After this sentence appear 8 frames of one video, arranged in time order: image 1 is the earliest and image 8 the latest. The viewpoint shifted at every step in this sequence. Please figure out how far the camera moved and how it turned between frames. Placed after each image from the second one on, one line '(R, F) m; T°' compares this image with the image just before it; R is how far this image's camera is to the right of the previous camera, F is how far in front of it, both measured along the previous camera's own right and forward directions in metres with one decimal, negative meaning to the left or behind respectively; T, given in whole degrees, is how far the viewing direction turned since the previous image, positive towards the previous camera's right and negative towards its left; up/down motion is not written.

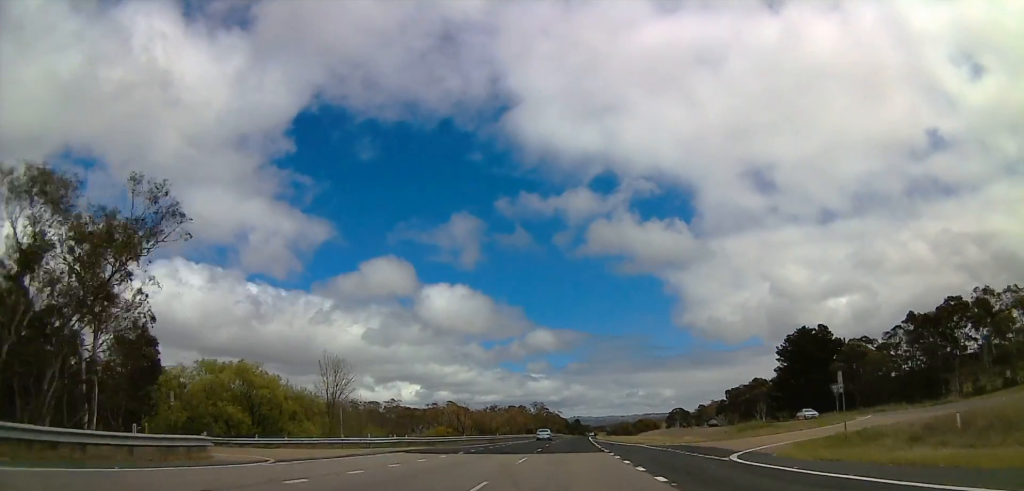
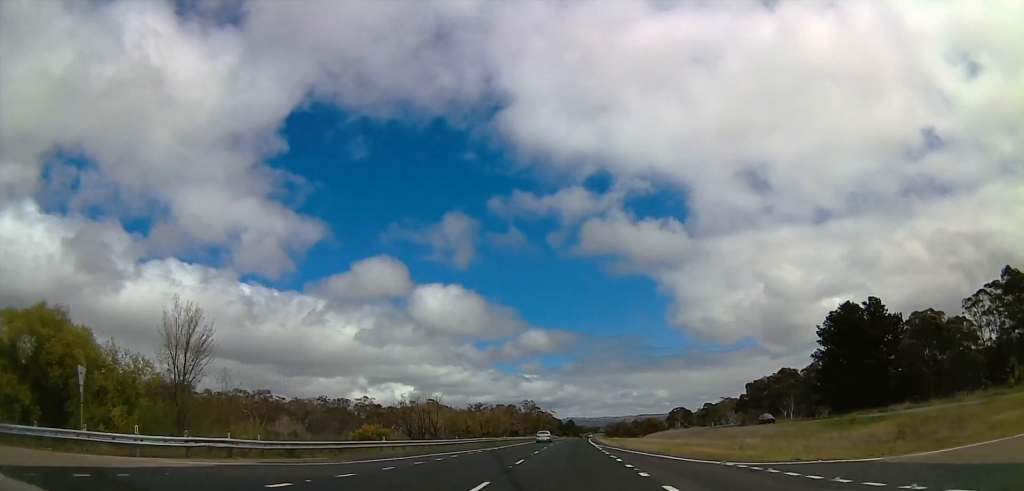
(+0.1, +25.6) m; 0°
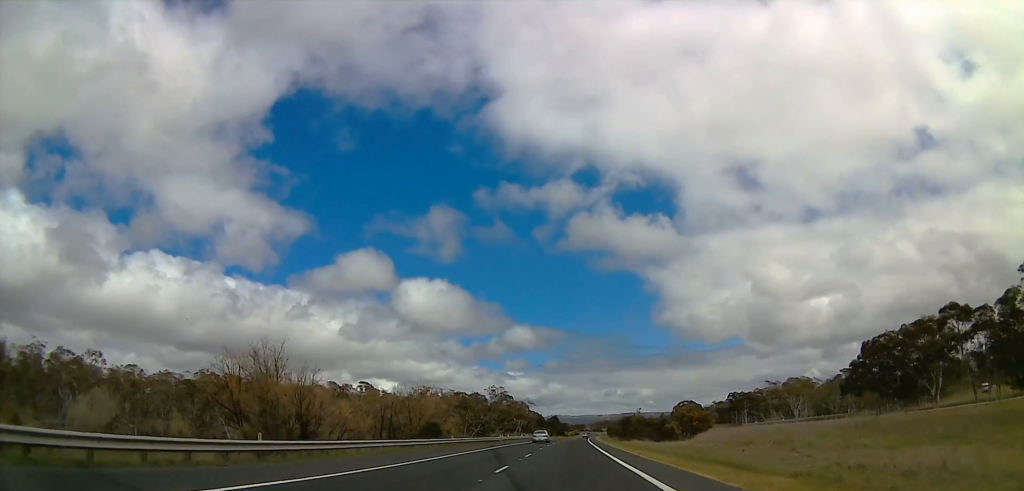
(0.0, +66.0) m; +2°
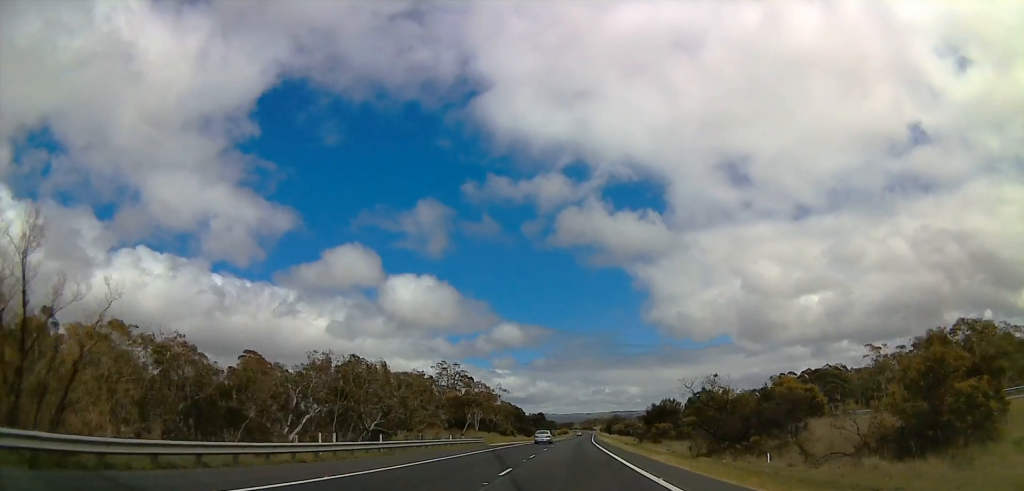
(+1.0, +60.9) m; +1°
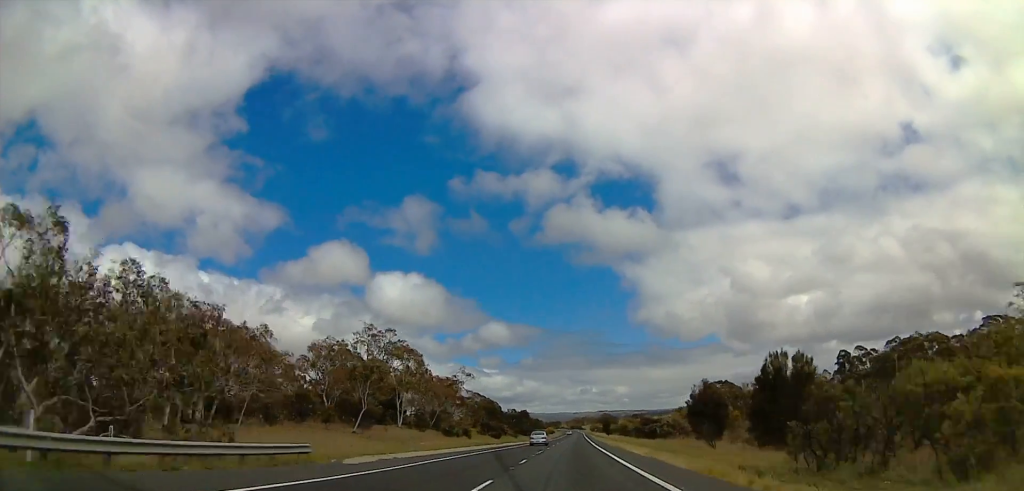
(+0.8, +41.9) m; 0°
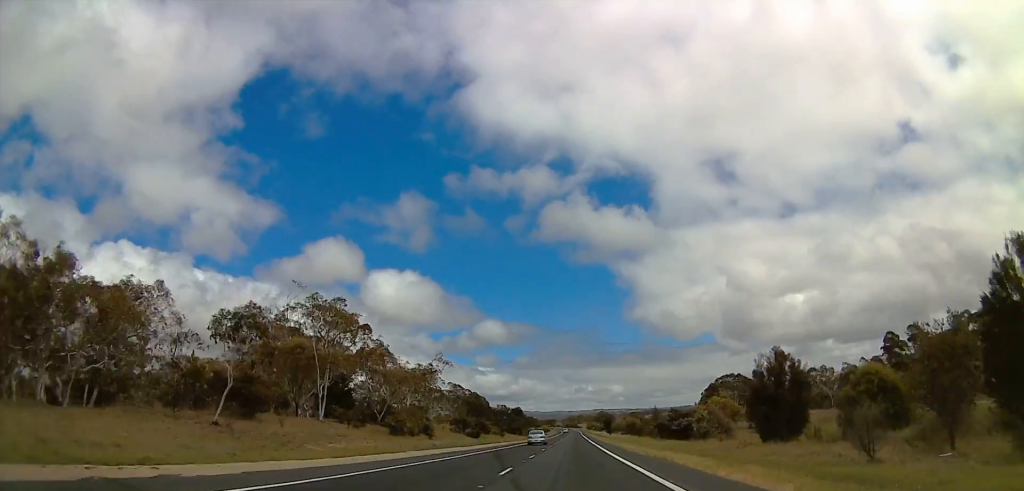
(-0.7, +19.2) m; 0°
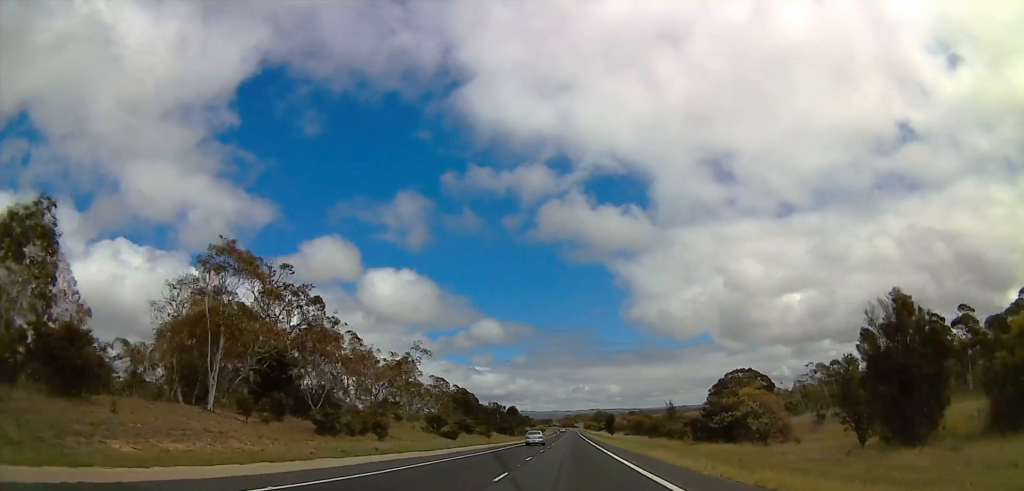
(-0.7, +13.9) m; 0°
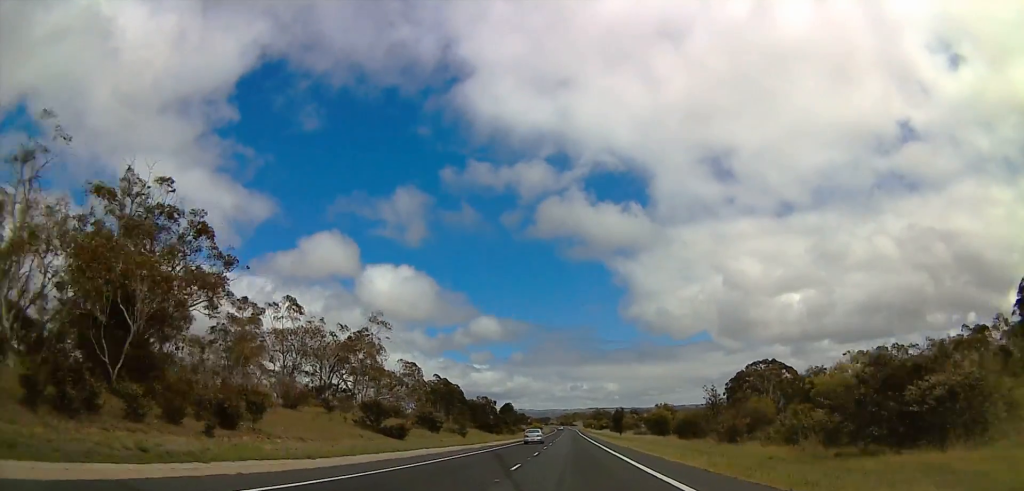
(+0.8, +20.2) m; +2°
